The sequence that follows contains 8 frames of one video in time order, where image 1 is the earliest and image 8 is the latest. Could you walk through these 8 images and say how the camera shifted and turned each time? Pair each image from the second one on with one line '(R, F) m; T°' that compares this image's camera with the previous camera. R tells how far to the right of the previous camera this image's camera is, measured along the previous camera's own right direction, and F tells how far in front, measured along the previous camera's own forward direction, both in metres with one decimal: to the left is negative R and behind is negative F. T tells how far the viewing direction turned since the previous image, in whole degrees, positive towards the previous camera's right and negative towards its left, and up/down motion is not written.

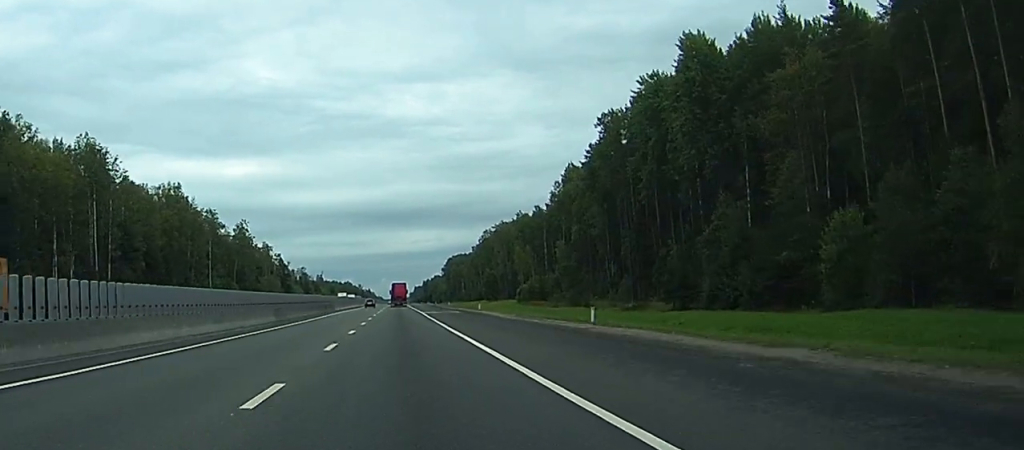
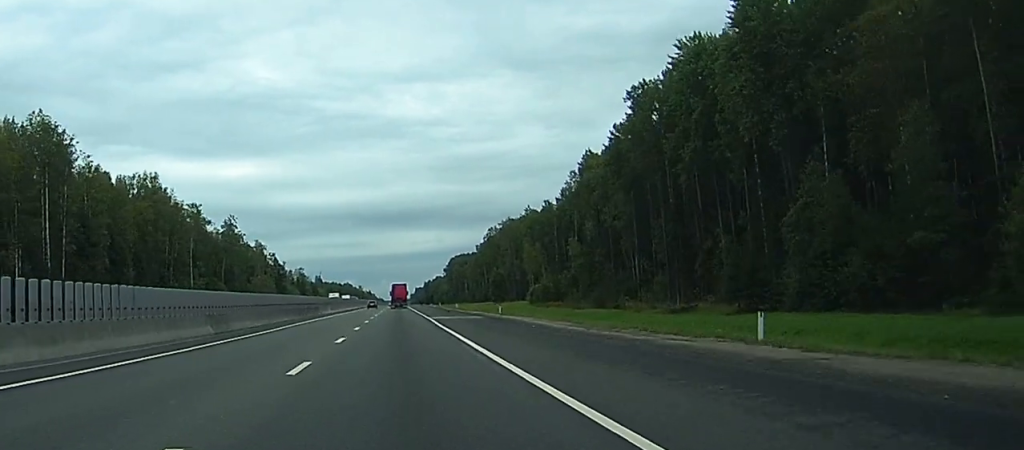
(+0.1, +17.8) m; 0°
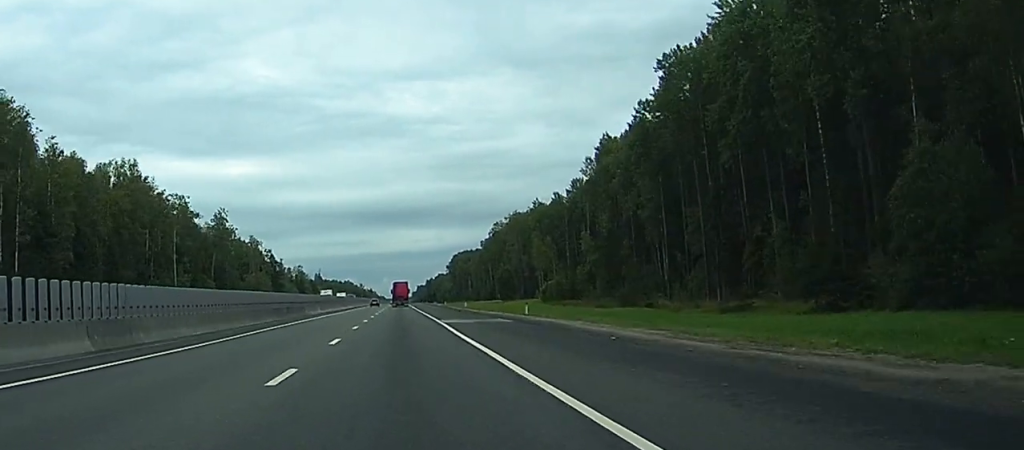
(0.0, +14.1) m; 0°
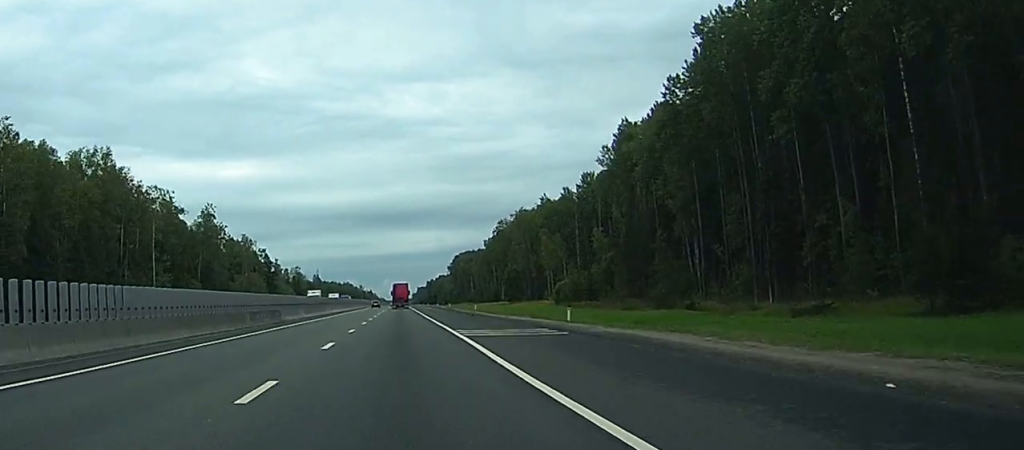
(0.0, +14.1) m; 0°
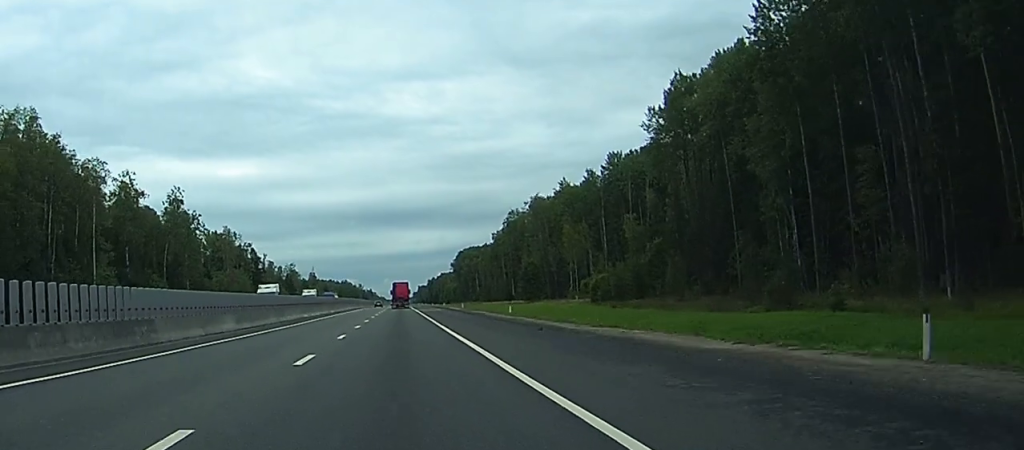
(-0.1, +29.5) m; 0°
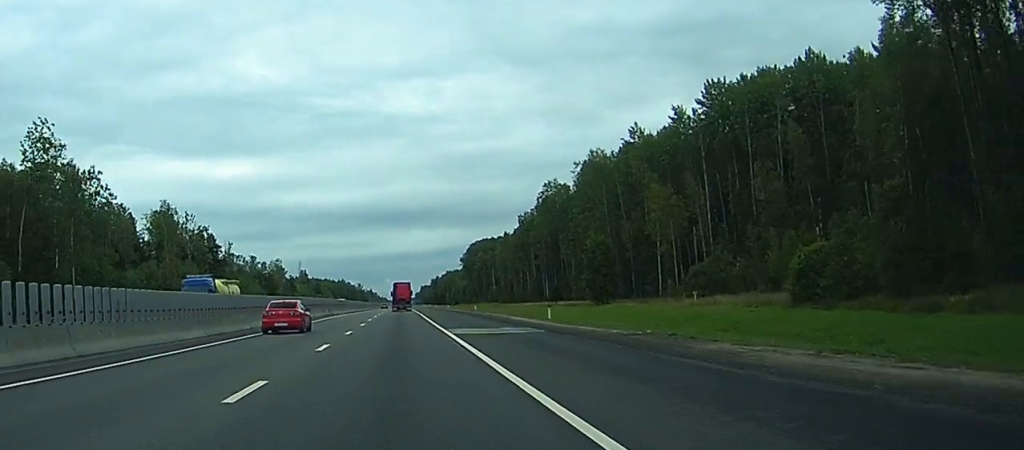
(+3.9, +63.9) m; +3°
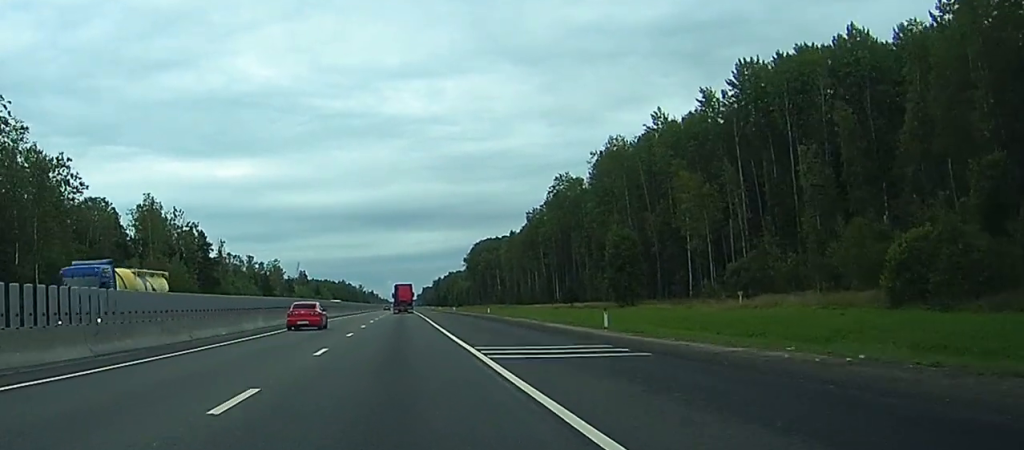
(+0.8, +12.5) m; -3°
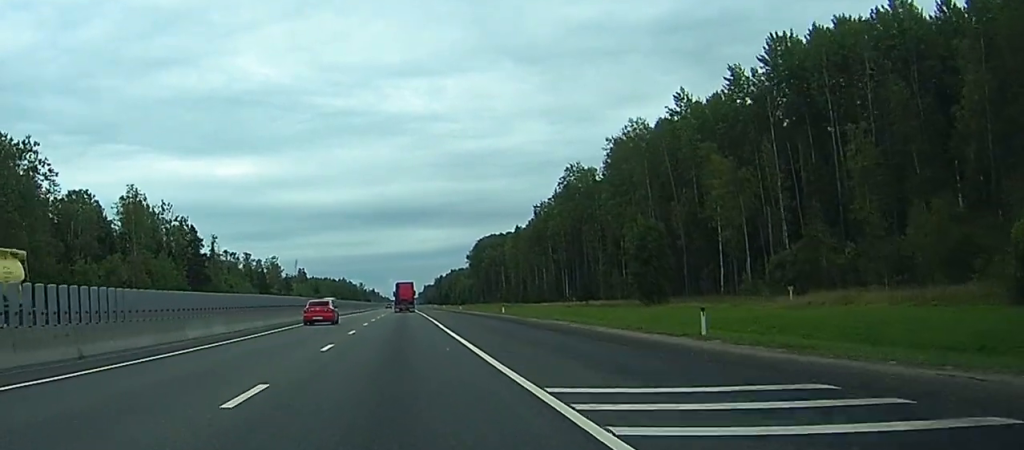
(-2.2, +11.6) m; -3°
